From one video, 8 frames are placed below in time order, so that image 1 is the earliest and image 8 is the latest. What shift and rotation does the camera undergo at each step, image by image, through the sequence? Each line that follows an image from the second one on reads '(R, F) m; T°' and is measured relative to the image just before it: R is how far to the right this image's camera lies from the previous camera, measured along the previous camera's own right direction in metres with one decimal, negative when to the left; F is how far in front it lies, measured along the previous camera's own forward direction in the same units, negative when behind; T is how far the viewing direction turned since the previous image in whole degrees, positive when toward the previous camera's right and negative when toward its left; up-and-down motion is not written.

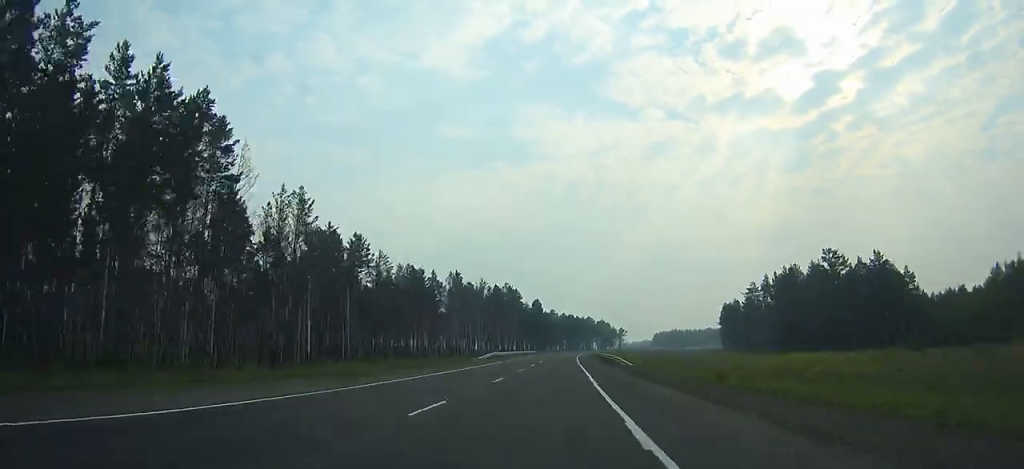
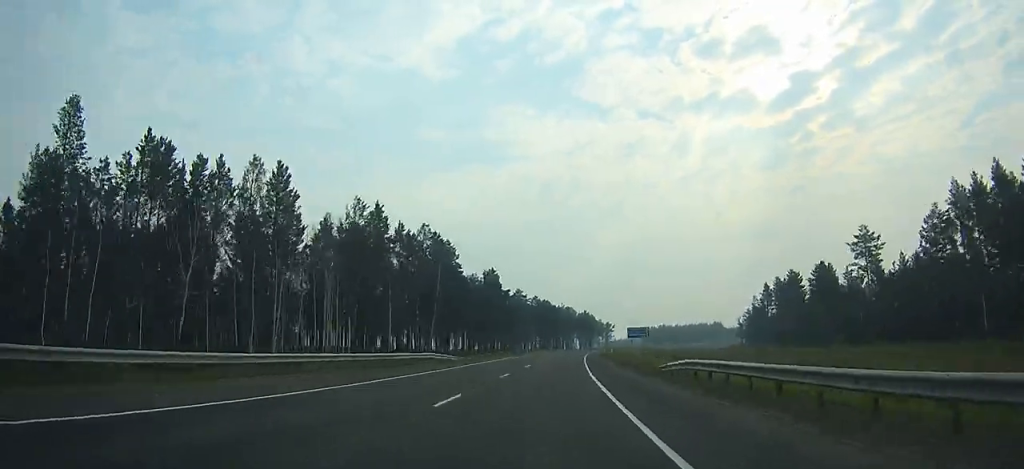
(+0.9, +92.9) m; +3°
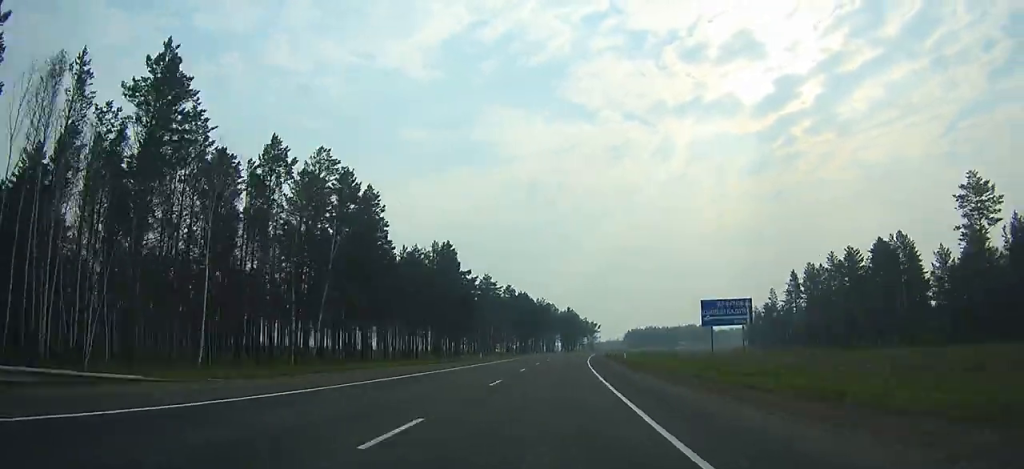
(+0.3, +38.3) m; +2°
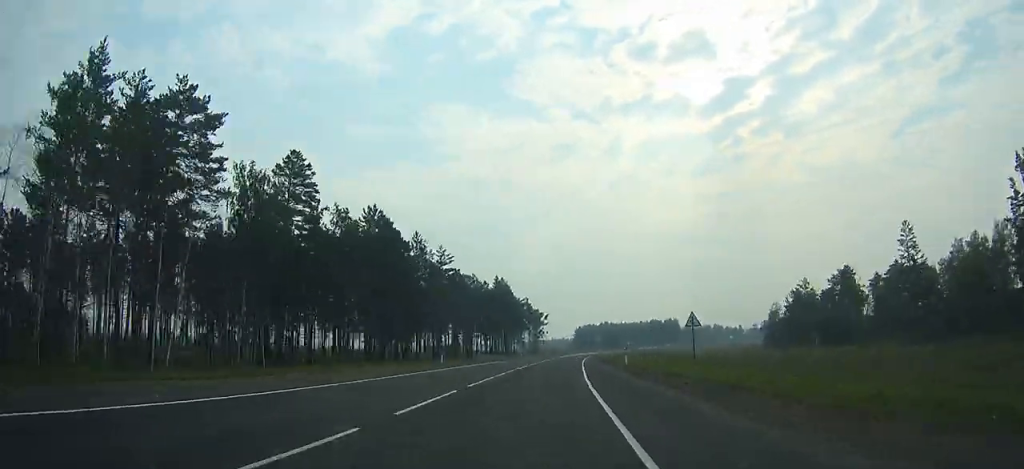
(+5.4, +104.8) m; +6°
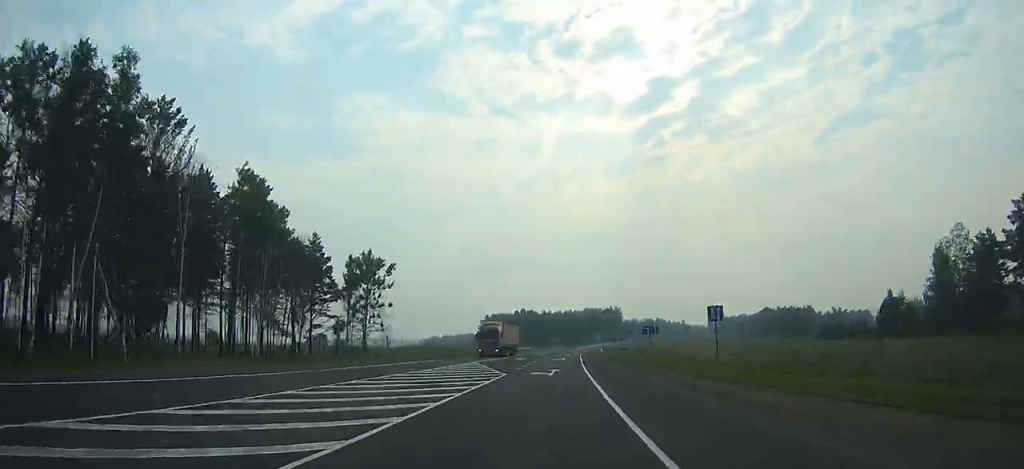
(+8.0, +145.1) m; +7°
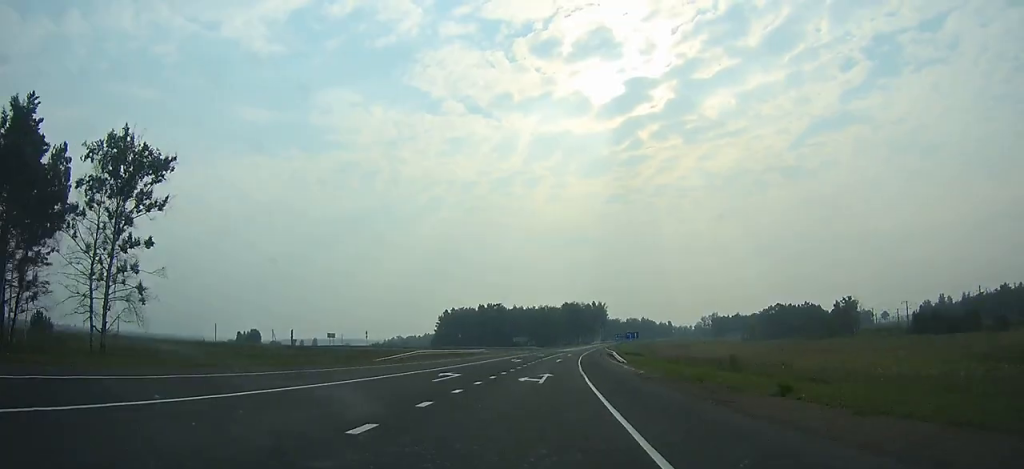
(+2.9, +62.3) m; +3°
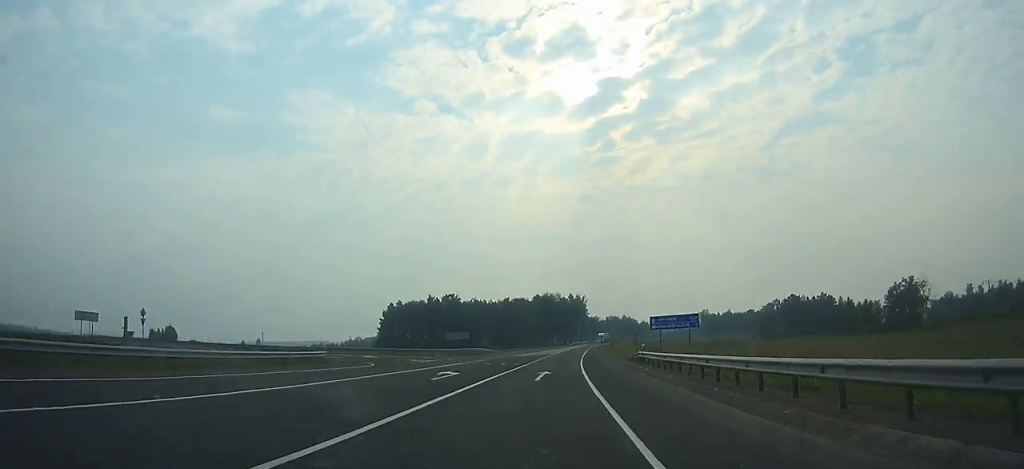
(+1.5, +58.8) m; +3°
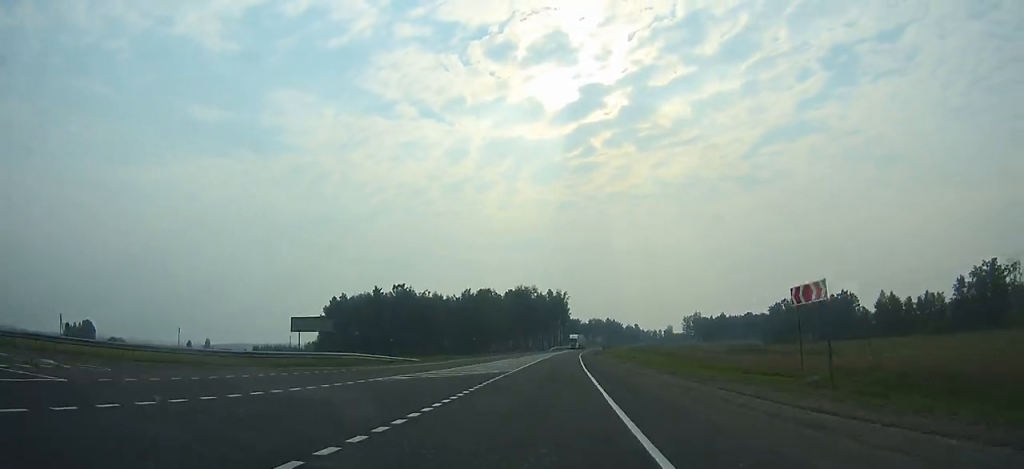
(+0.7, +42.9) m; +2°
